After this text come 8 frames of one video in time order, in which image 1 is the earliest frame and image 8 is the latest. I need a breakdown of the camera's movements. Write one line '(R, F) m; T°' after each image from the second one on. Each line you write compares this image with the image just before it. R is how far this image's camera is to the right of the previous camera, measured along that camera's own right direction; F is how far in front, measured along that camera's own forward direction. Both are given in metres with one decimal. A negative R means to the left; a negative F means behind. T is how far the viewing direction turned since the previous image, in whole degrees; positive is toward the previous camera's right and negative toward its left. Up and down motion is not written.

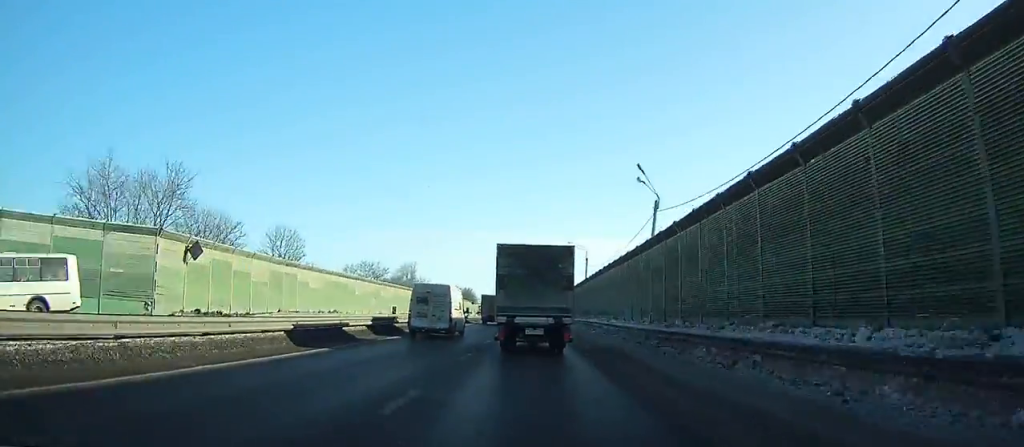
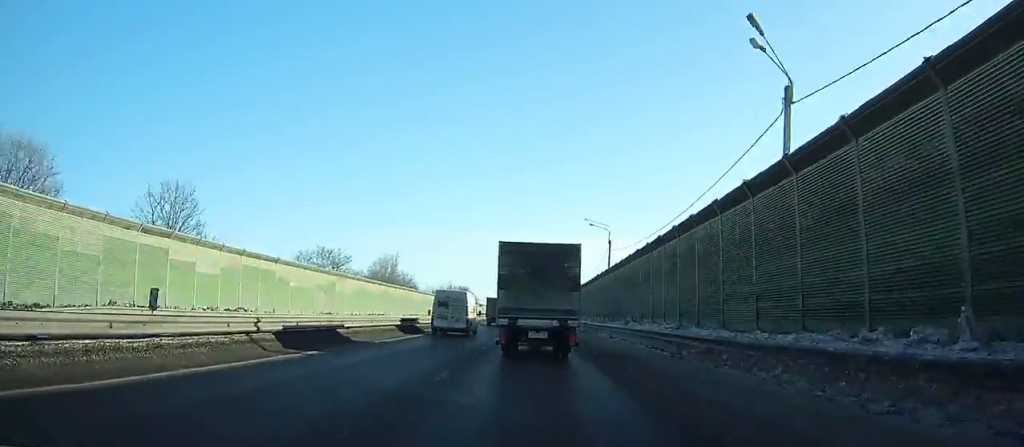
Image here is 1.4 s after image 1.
(0.0, +20.4) m; 0°
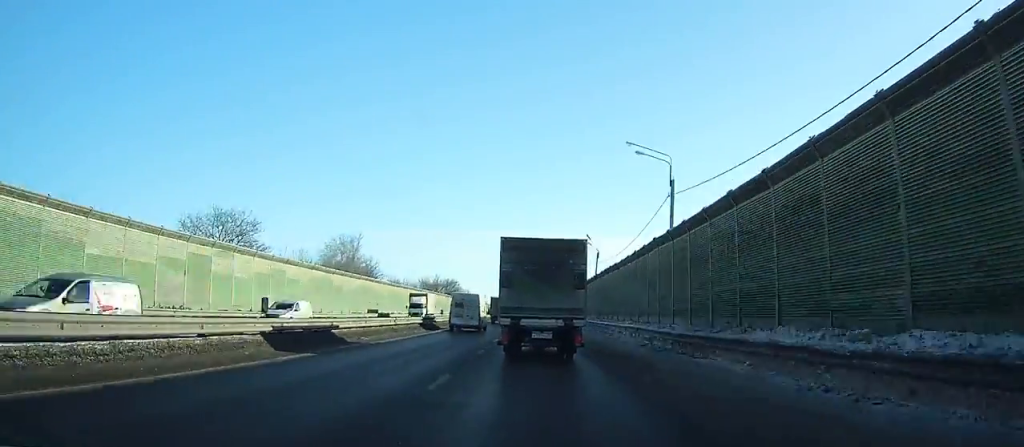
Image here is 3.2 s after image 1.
(+0.1, +25.0) m; 0°
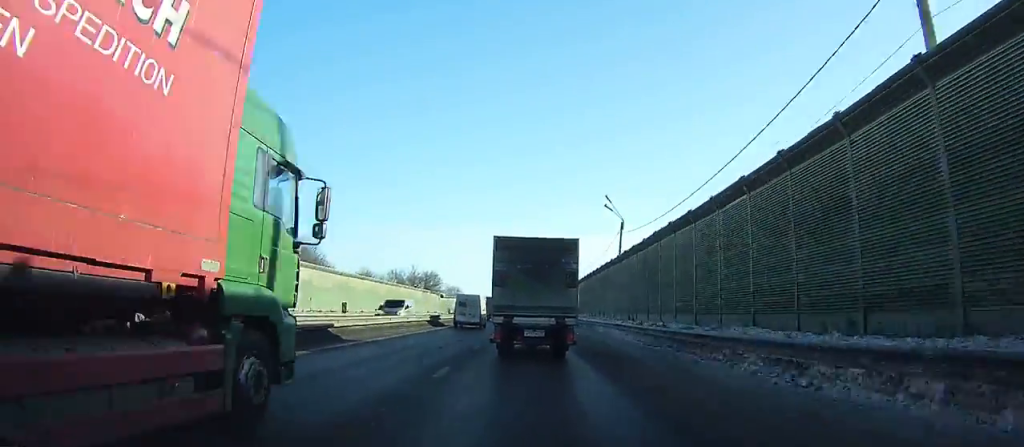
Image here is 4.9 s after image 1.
(0.0, +23.4) m; 0°
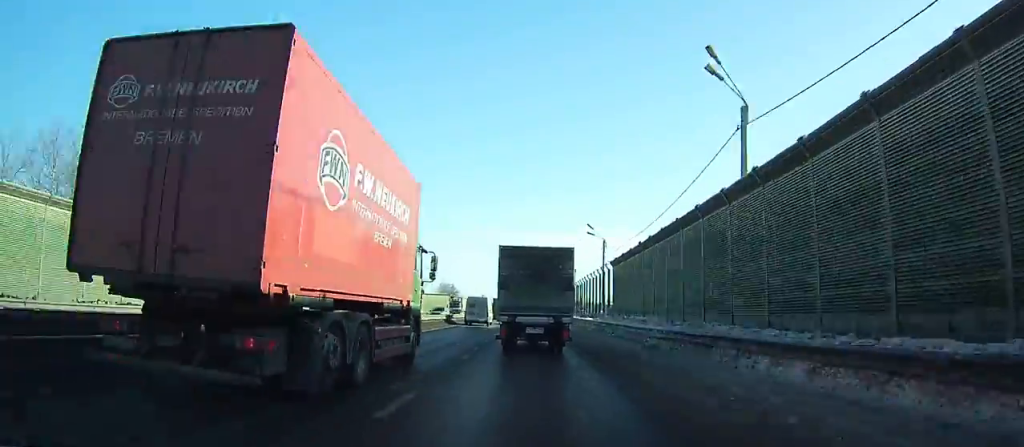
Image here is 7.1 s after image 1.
(0.0, +29.6) m; 0°
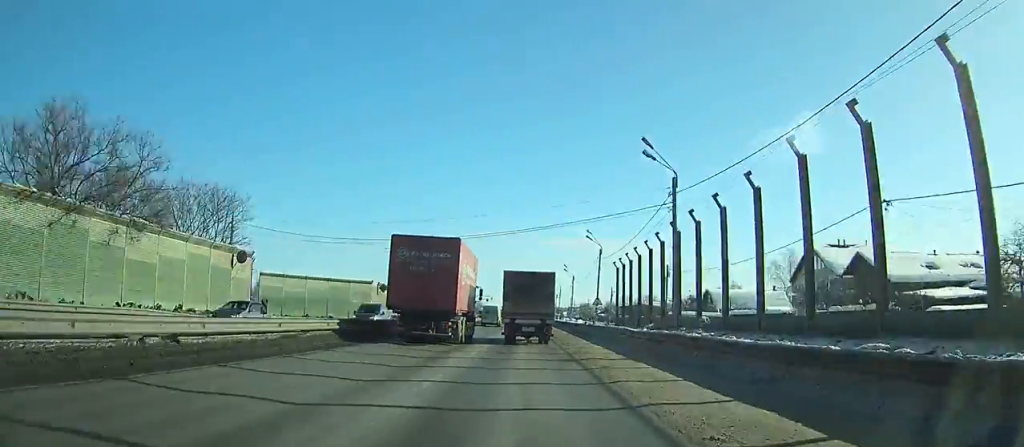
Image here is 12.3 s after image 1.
(-0.1, +71.3) m; 0°
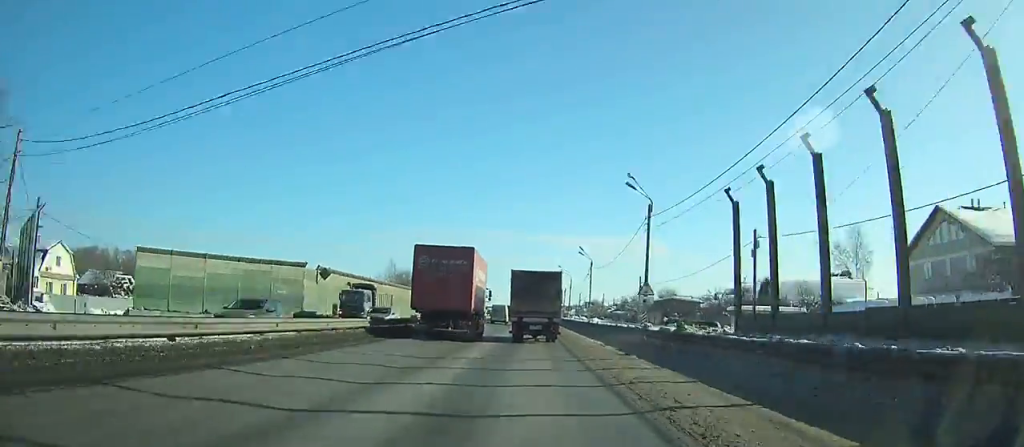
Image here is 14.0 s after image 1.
(0.0, +24.2) m; 0°
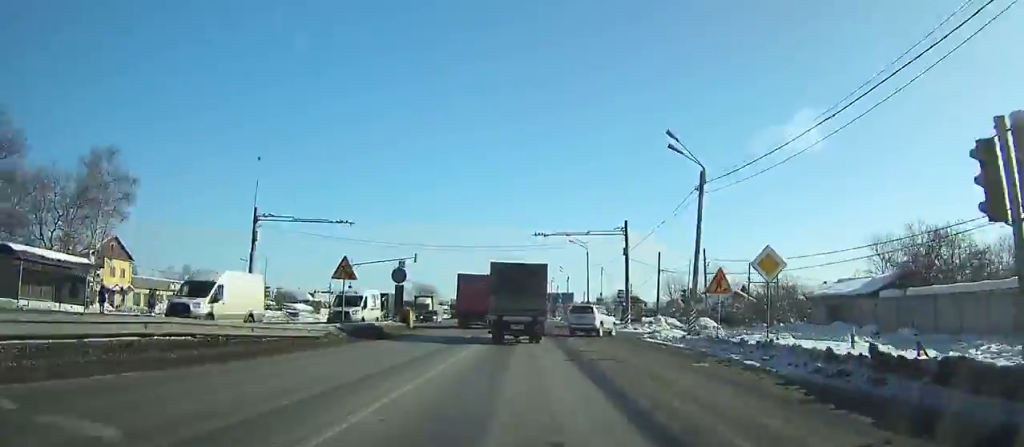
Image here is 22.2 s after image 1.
(+0.3, +122.5) m; 0°
